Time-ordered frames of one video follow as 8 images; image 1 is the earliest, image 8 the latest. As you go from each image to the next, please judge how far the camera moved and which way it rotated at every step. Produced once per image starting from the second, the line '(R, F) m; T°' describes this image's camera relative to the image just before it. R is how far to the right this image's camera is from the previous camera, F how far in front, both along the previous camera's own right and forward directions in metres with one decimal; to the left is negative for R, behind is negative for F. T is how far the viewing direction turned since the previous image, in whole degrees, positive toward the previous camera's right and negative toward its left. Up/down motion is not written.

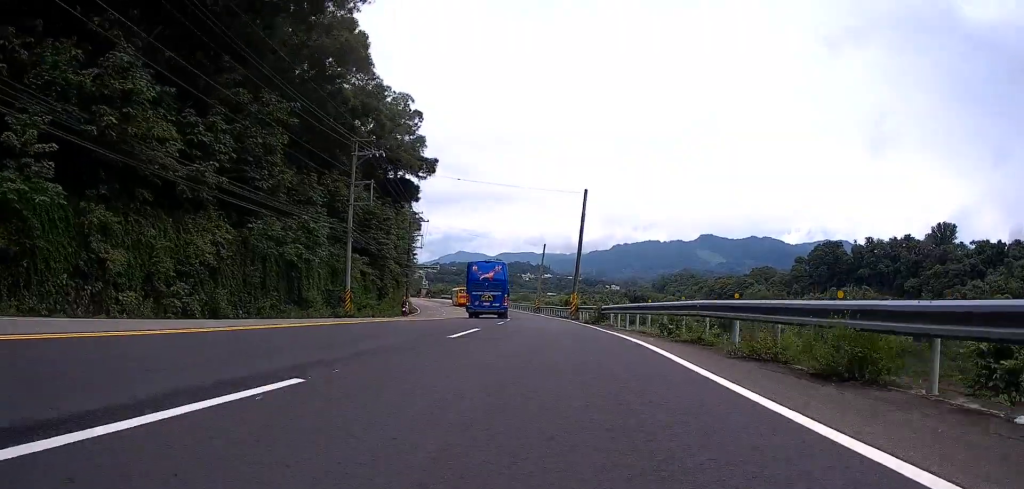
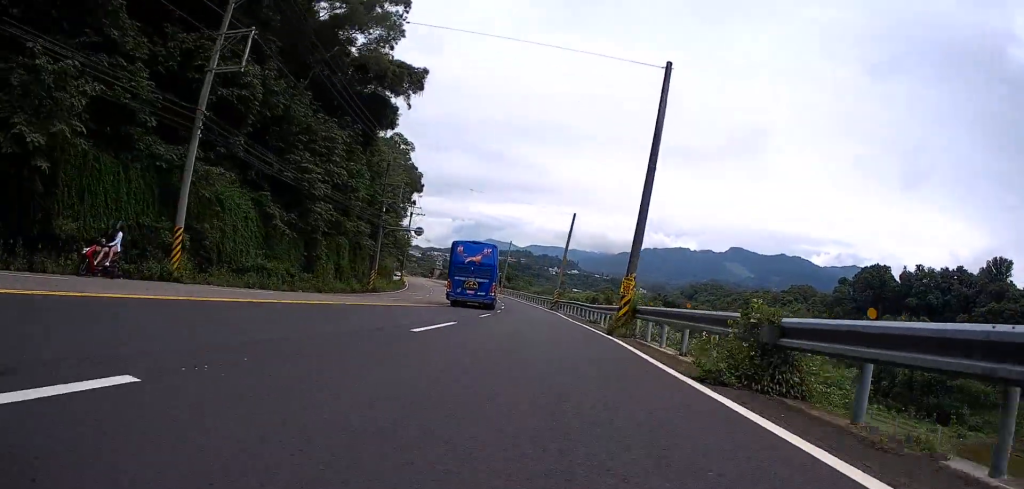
(-0.3, +22.5) m; -3°
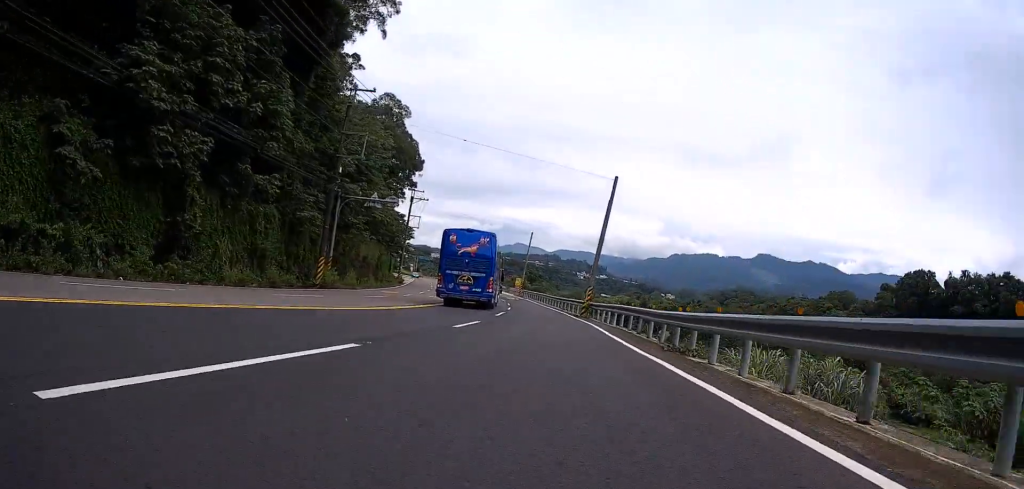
(-0.4, +17.0) m; -4°
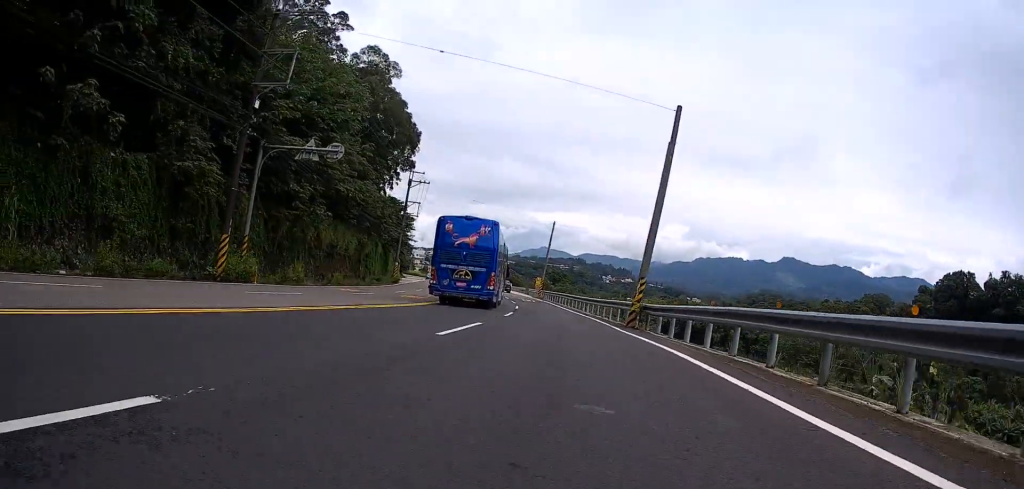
(-0.4, +13.4) m; -2°
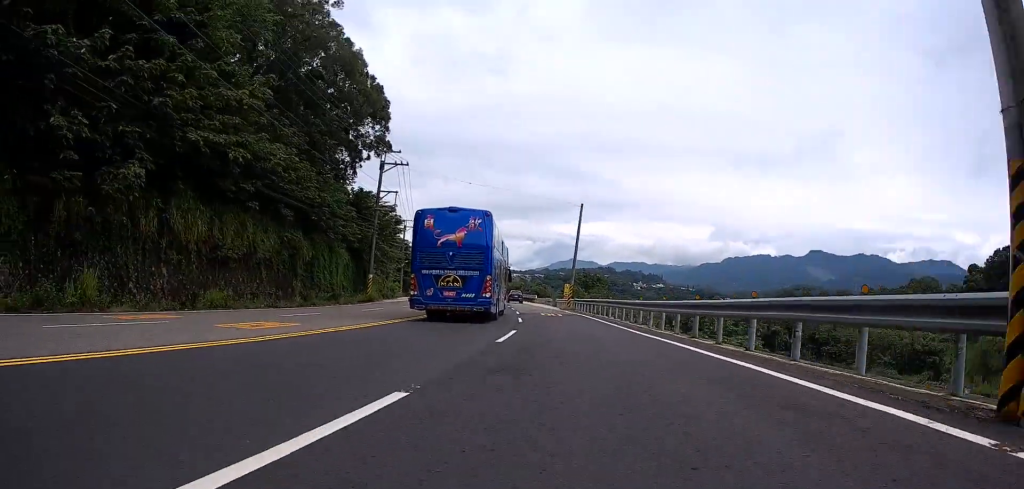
(-0.4, +17.7) m; 0°
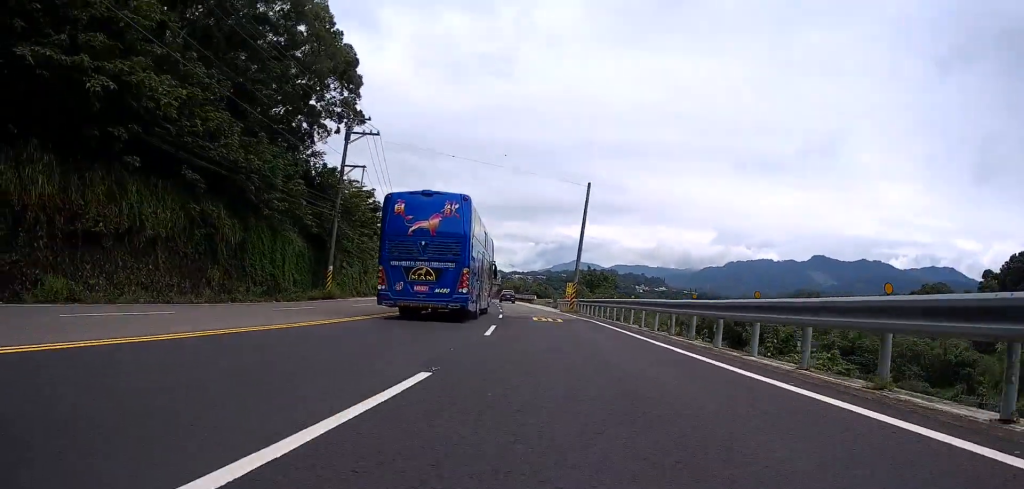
(+0.7, +8.9) m; 0°
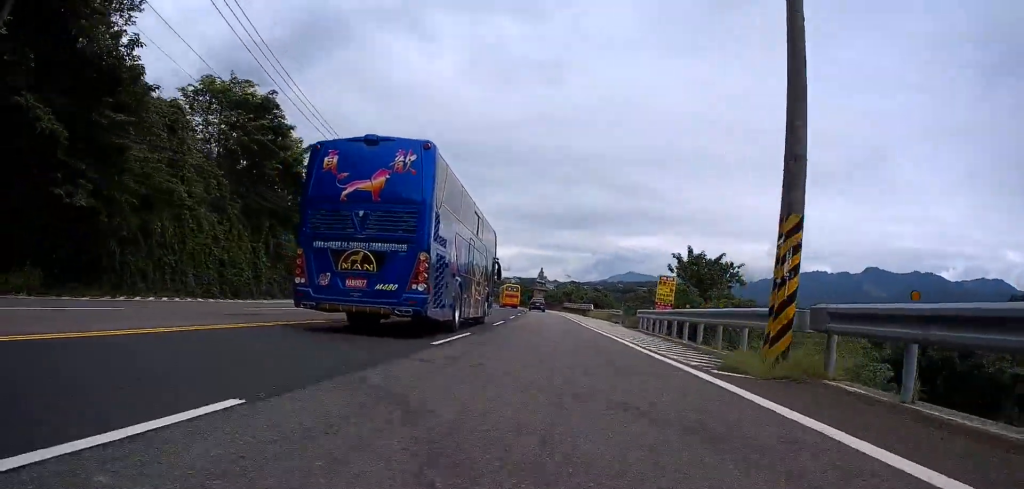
(-4.1, +31.9) m; -9°
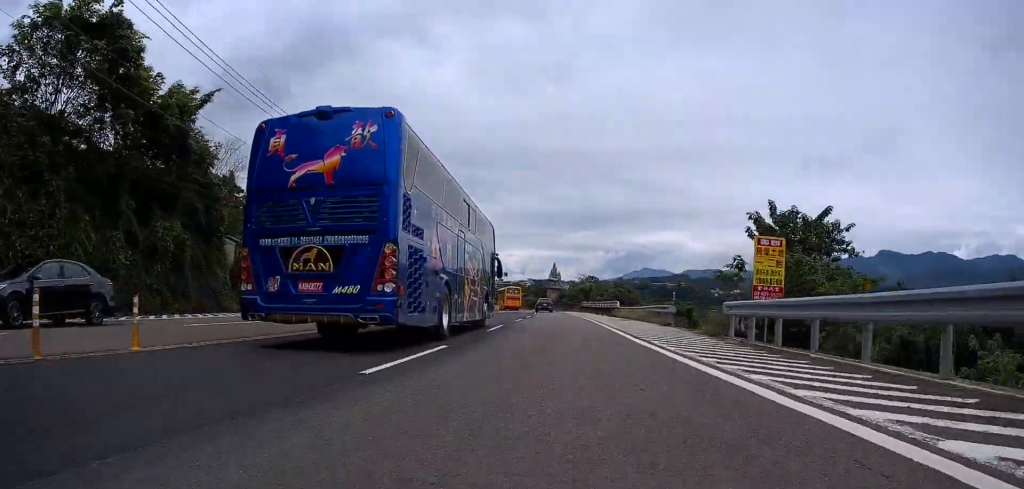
(+0.3, +14.1) m; 0°
